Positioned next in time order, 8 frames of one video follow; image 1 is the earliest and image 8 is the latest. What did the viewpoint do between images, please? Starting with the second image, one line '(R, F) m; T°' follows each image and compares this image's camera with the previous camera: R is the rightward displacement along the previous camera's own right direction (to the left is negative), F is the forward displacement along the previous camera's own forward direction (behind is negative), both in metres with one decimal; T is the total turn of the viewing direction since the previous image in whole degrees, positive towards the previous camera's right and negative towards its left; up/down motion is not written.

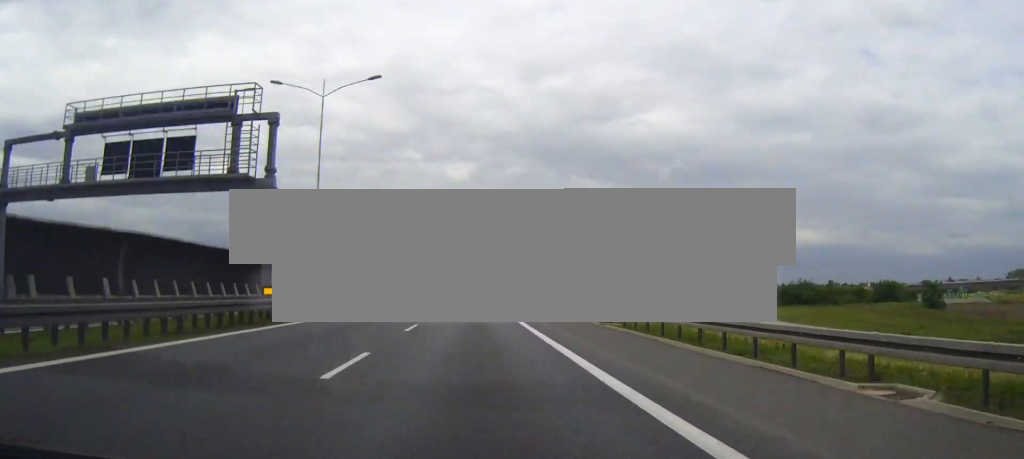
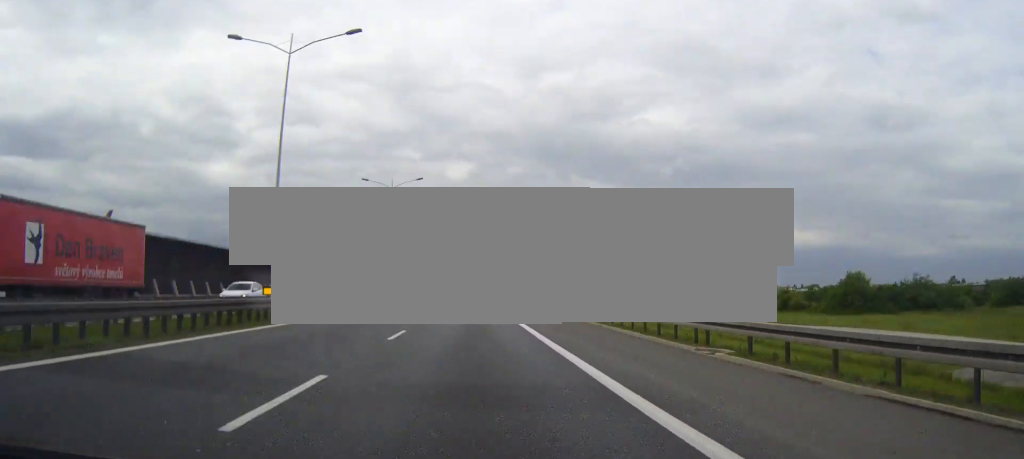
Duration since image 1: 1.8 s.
(-0.1, +51.6) m; 0°
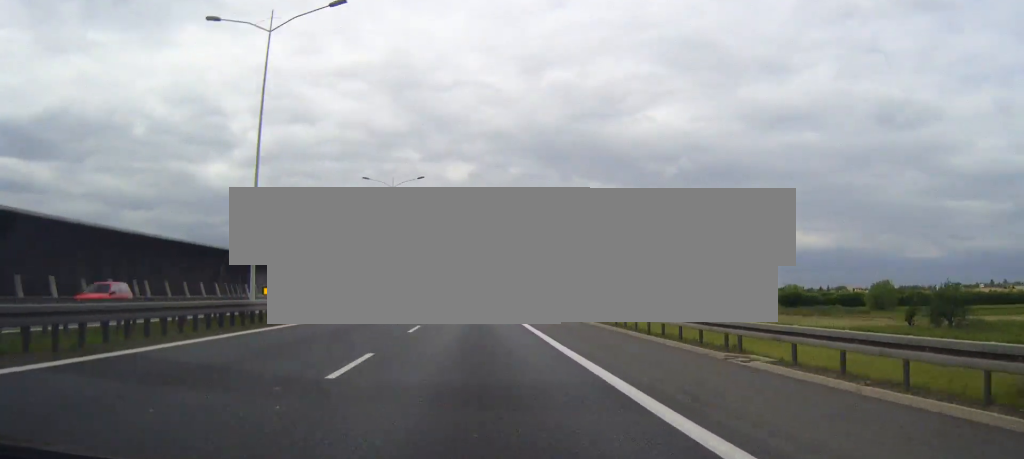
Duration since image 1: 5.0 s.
(0.0, +91.8) m; 0°
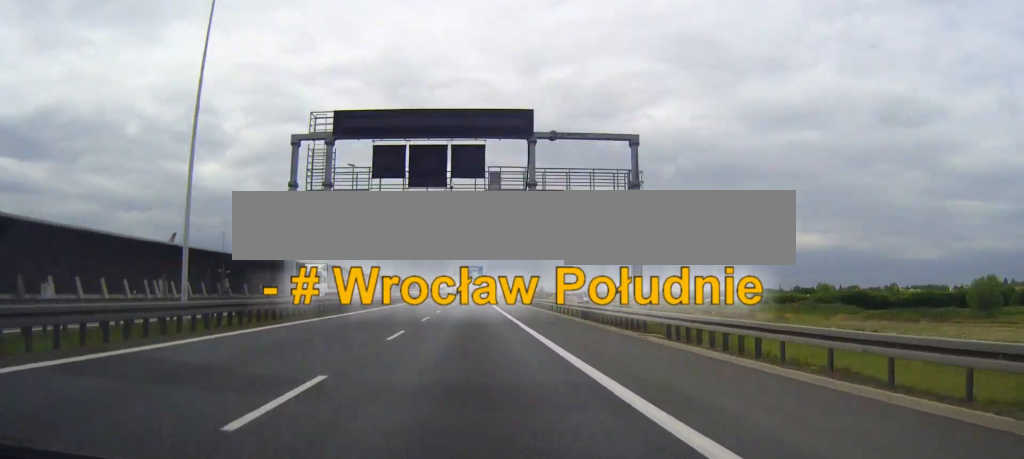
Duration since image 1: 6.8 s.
(0.0, +51.6) m; 0°
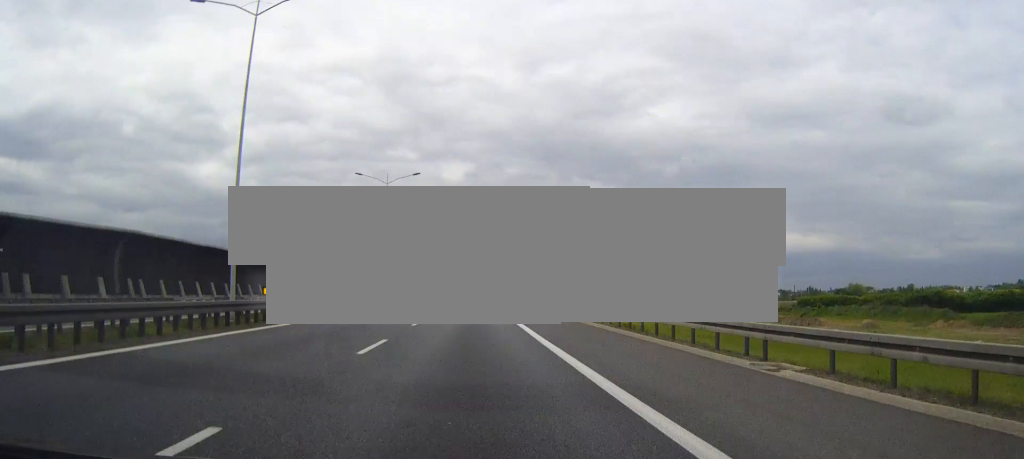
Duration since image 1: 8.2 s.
(-0.1, +40.1) m; 0°
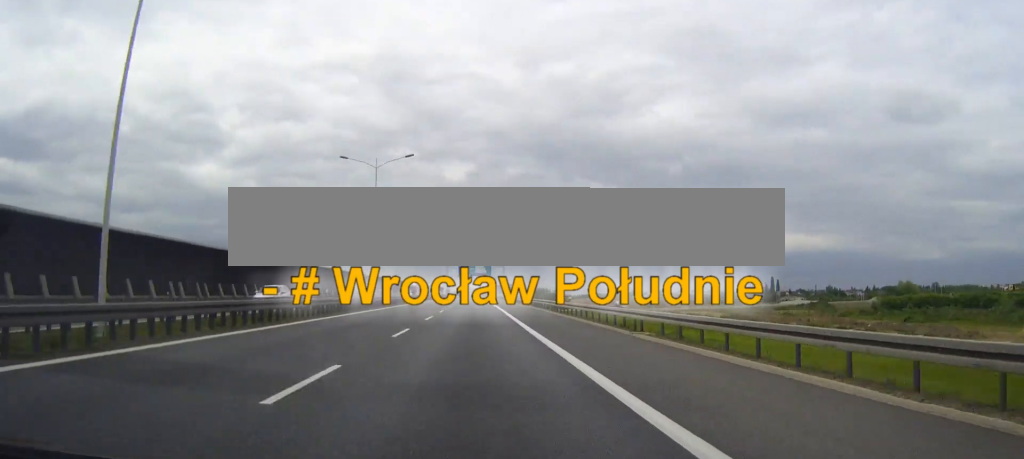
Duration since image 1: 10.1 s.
(0.0, +54.5) m; 0°
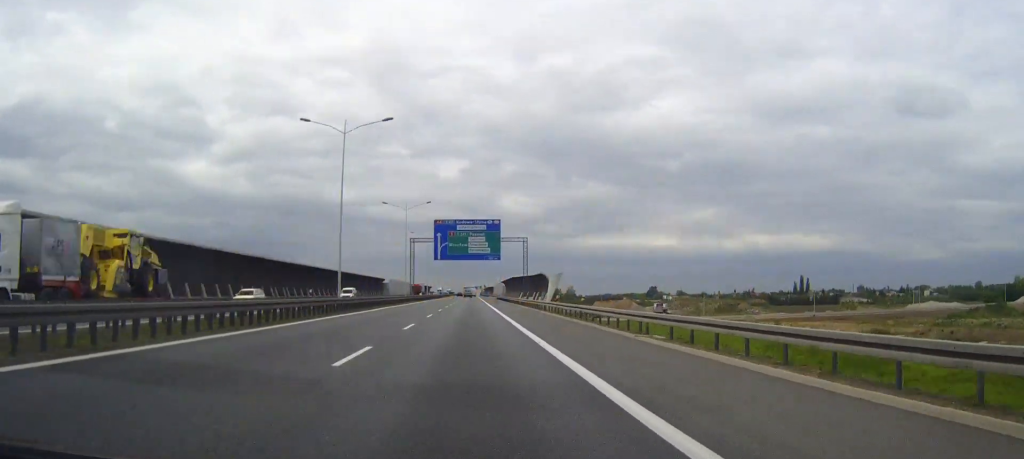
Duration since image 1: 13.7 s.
(+0.2, +103.3) m; 0°
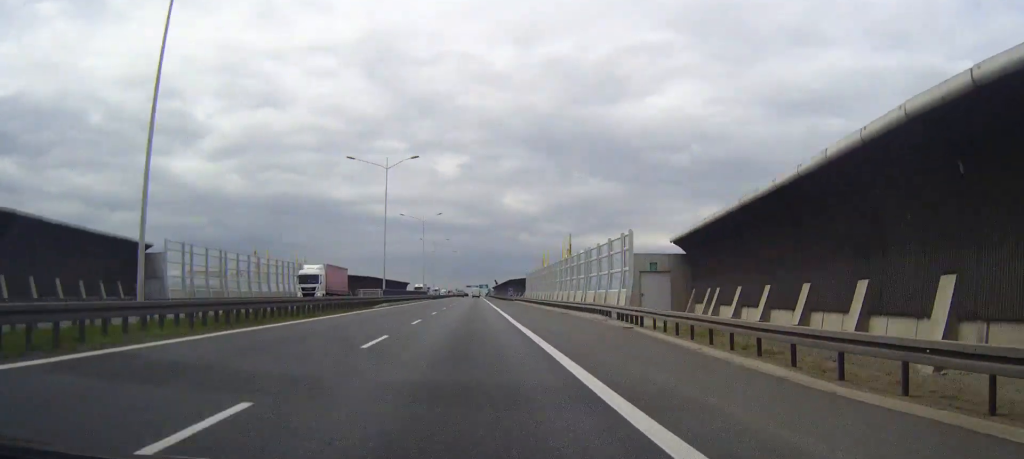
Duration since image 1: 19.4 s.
(0.0, +163.8) m; 0°
